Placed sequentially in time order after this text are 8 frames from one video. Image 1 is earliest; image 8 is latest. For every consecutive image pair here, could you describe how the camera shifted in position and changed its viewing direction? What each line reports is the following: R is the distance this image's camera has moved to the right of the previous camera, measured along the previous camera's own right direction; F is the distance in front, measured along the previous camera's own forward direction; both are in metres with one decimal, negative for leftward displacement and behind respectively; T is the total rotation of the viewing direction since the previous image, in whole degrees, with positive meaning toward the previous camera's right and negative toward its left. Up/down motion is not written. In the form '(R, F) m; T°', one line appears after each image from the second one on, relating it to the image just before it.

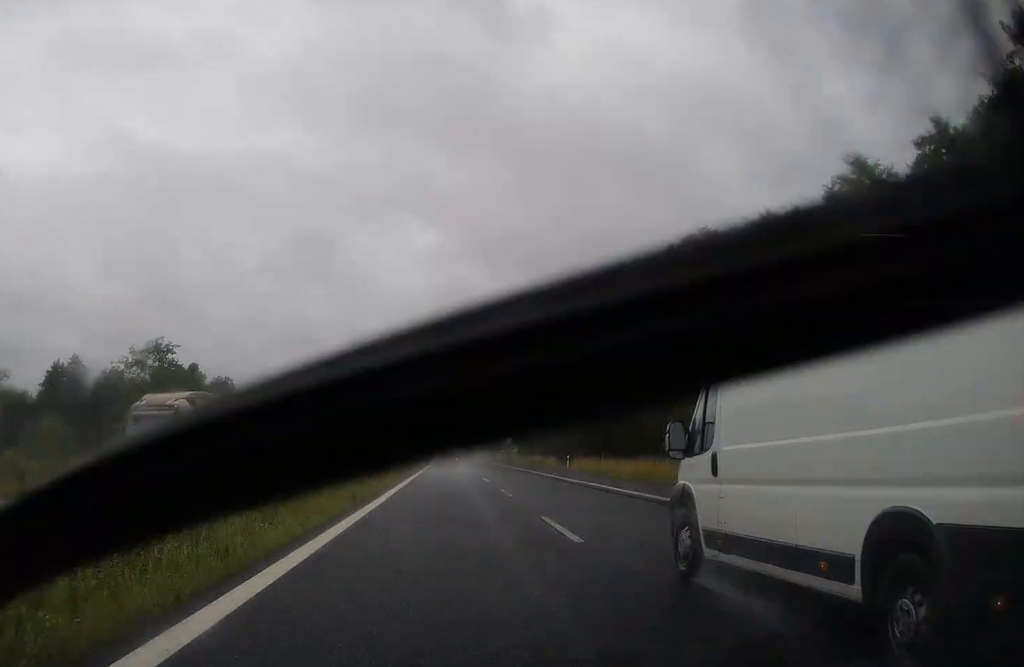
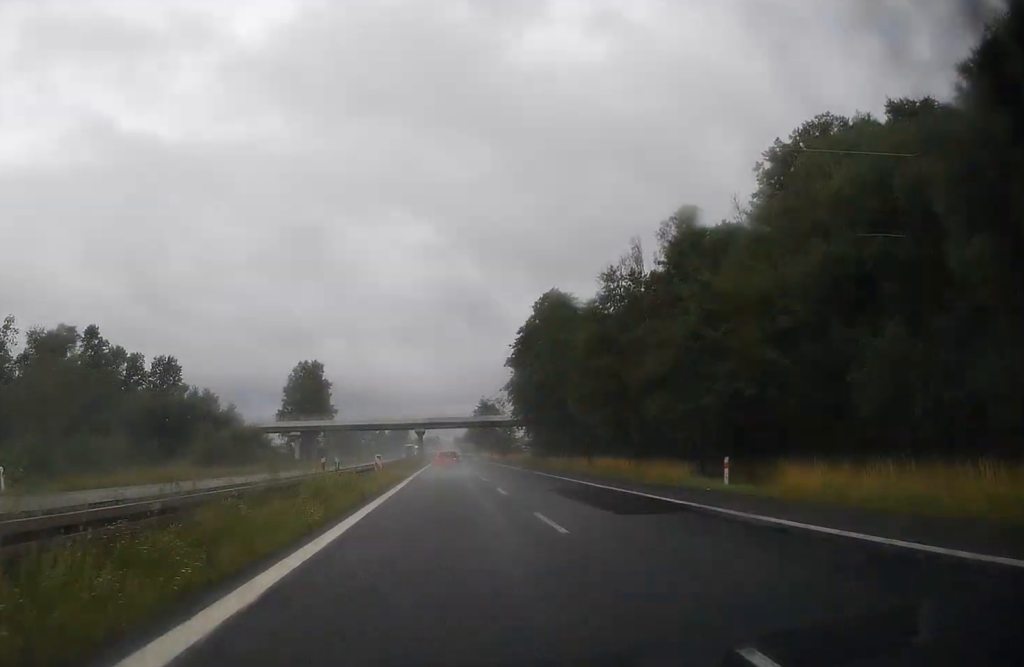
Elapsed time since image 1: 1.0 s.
(0.0, +34.1) m; 0°
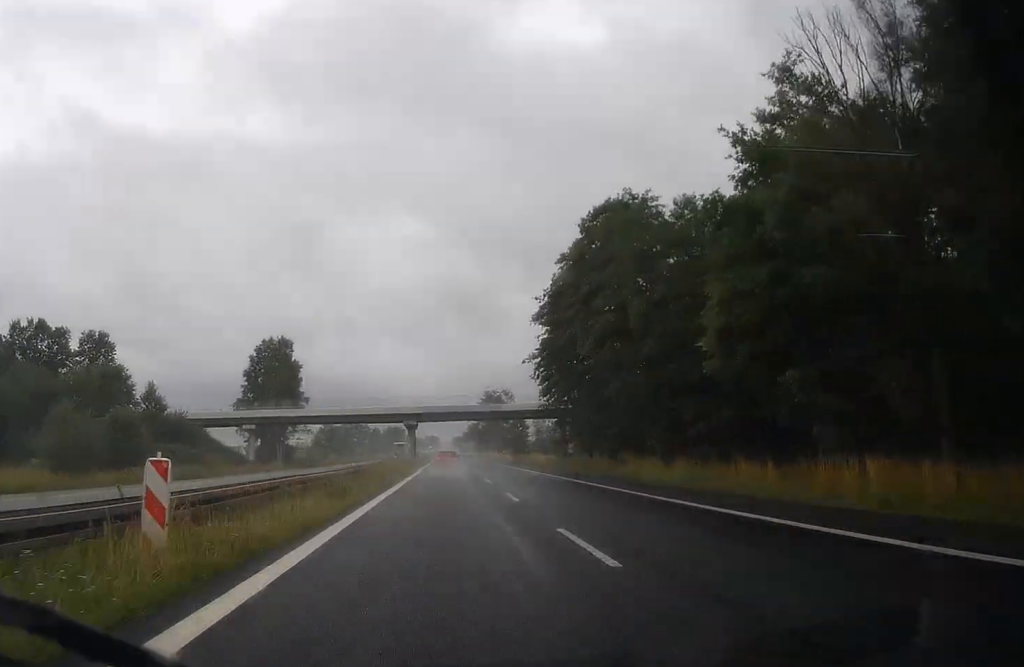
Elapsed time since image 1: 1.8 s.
(0.0, +27.4) m; 0°
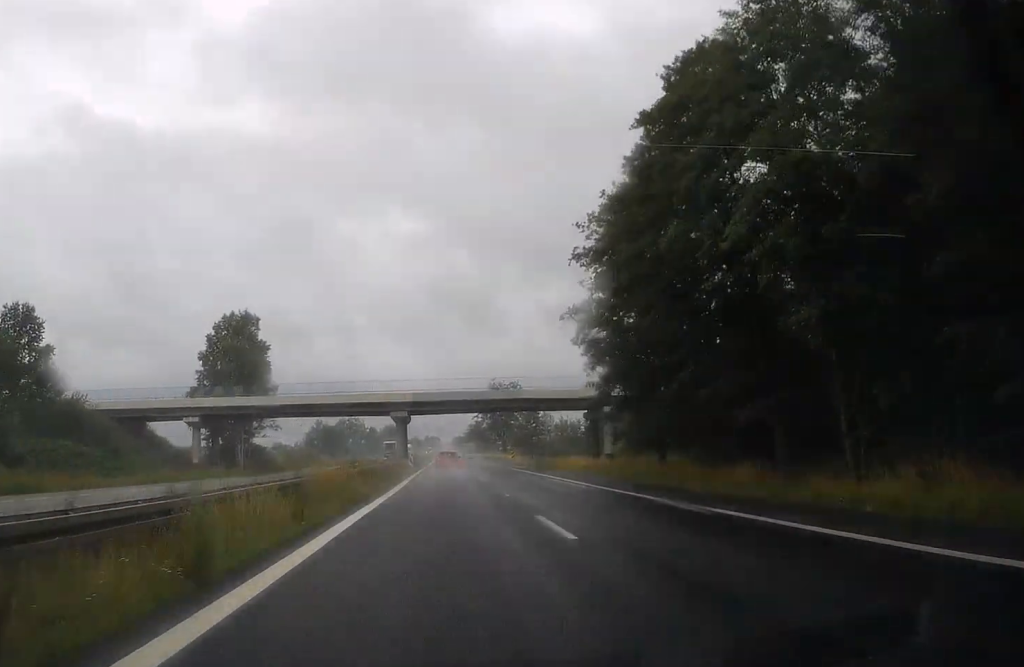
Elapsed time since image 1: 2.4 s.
(0.0, +20.6) m; 0°
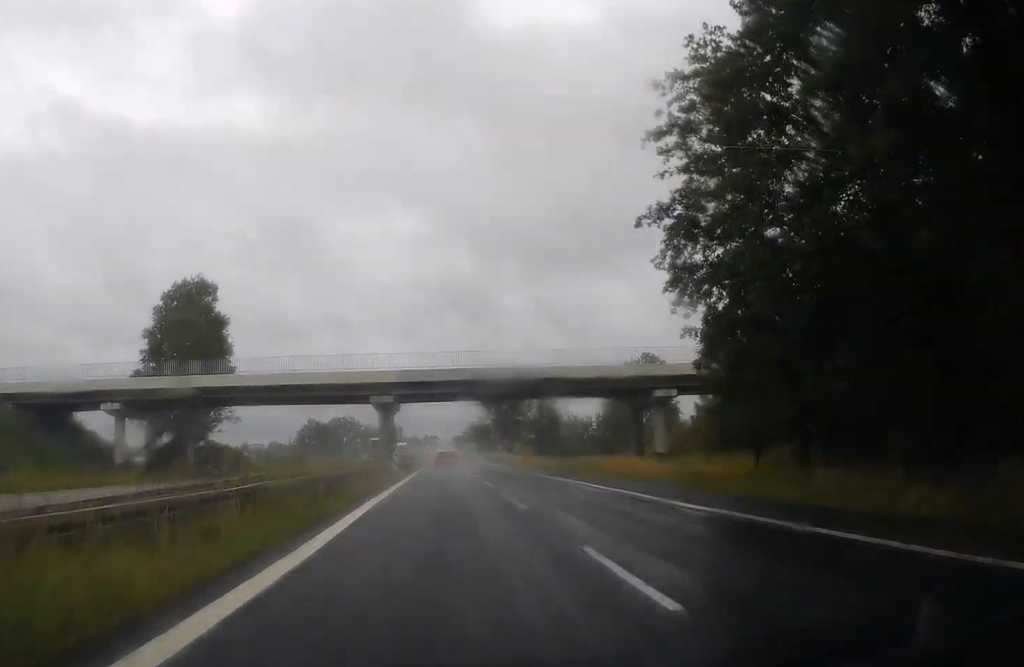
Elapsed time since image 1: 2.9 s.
(+0.1, +17.2) m; 0°
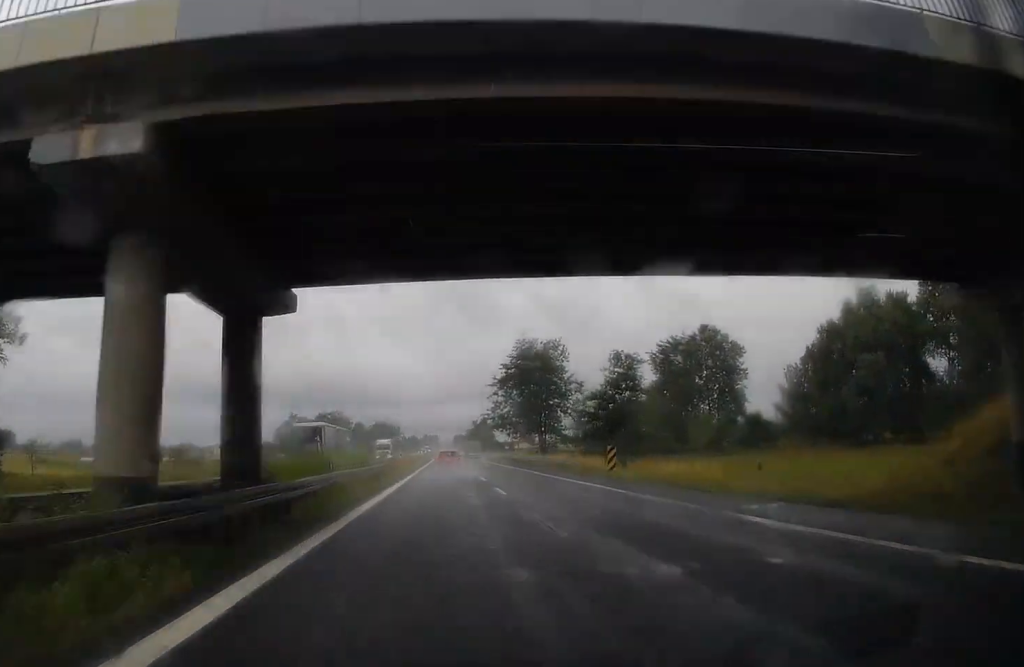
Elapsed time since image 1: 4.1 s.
(-0.3, +41.6) m; 0°
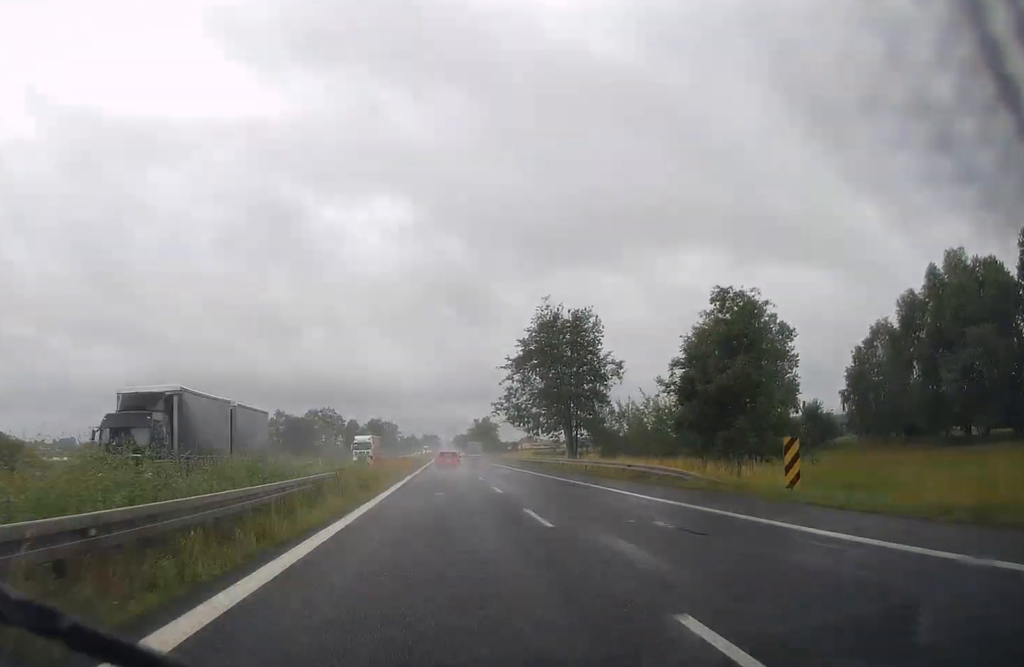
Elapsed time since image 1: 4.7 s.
(+0.2, +22.0) m; +1°
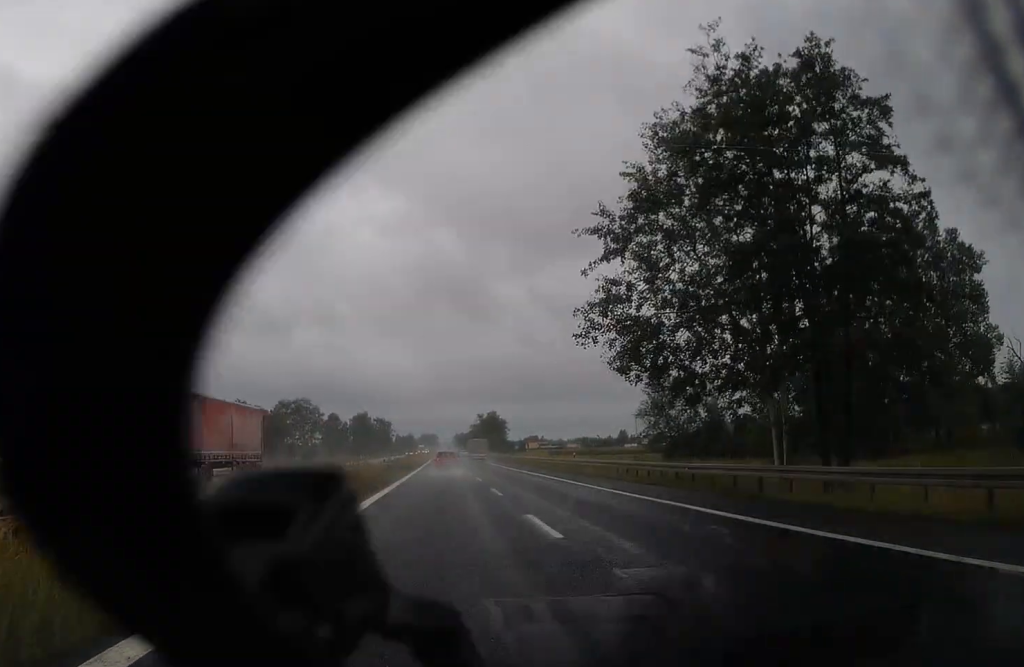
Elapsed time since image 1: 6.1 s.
(+0.1, +48.9) m; 0°
